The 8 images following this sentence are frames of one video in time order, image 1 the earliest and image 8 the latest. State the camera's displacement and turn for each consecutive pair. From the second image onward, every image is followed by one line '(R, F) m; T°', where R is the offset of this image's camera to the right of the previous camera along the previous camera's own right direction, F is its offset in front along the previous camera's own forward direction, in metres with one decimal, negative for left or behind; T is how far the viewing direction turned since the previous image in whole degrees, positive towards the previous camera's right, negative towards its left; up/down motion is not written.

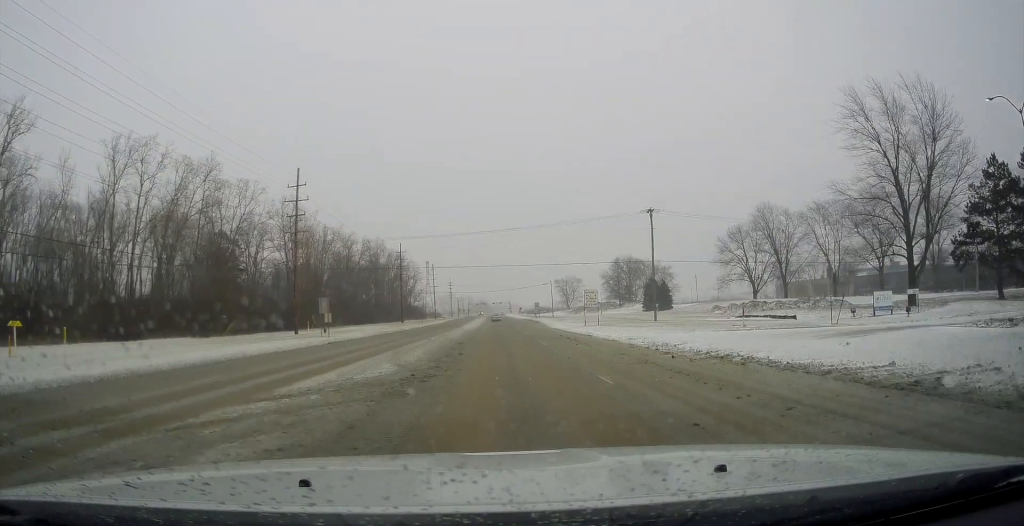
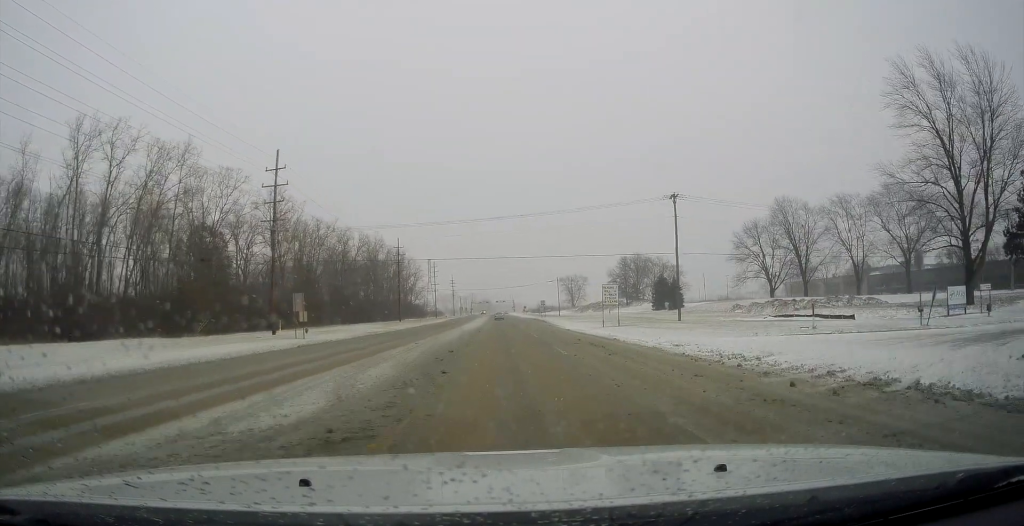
(0.0, +8.2) m; 0°
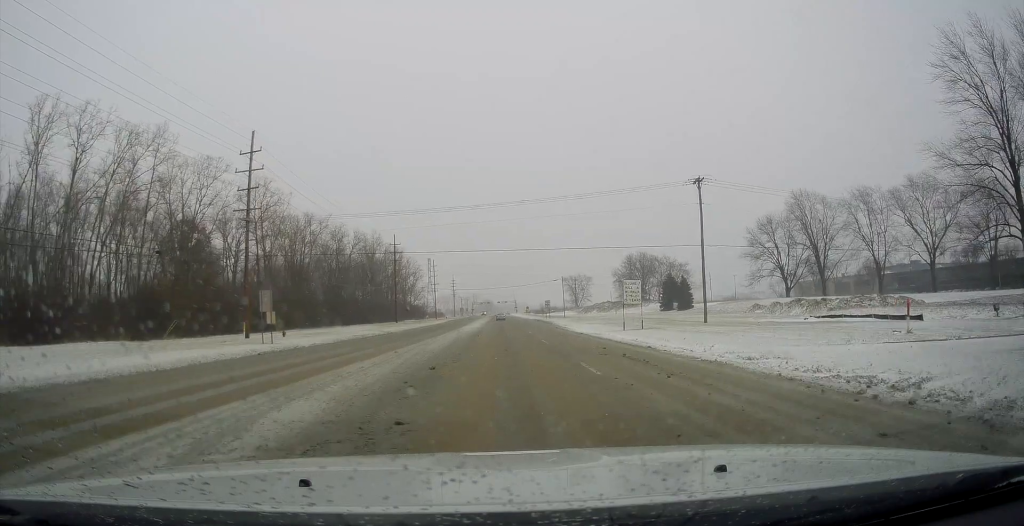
(0.0, +7.7) m; 0°
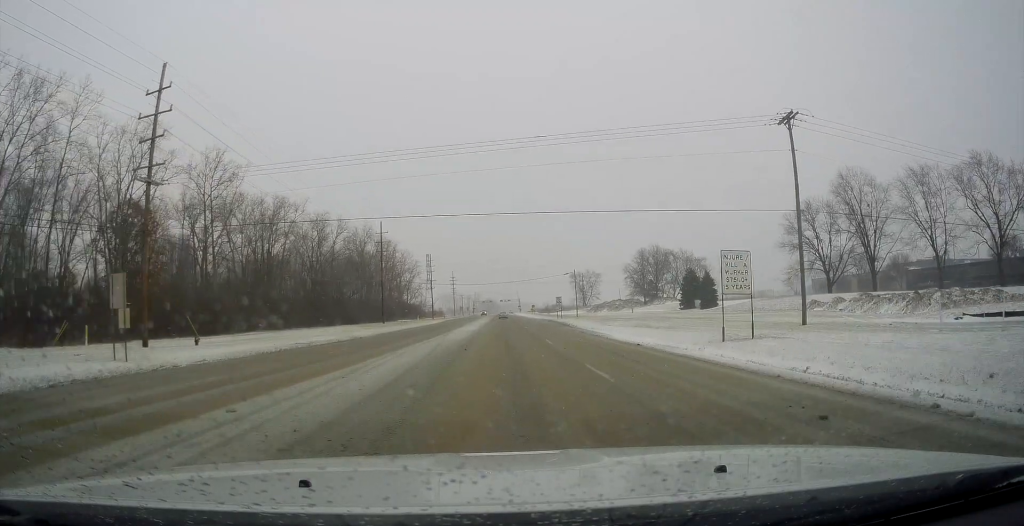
(0.0, +17.7) m; +1°
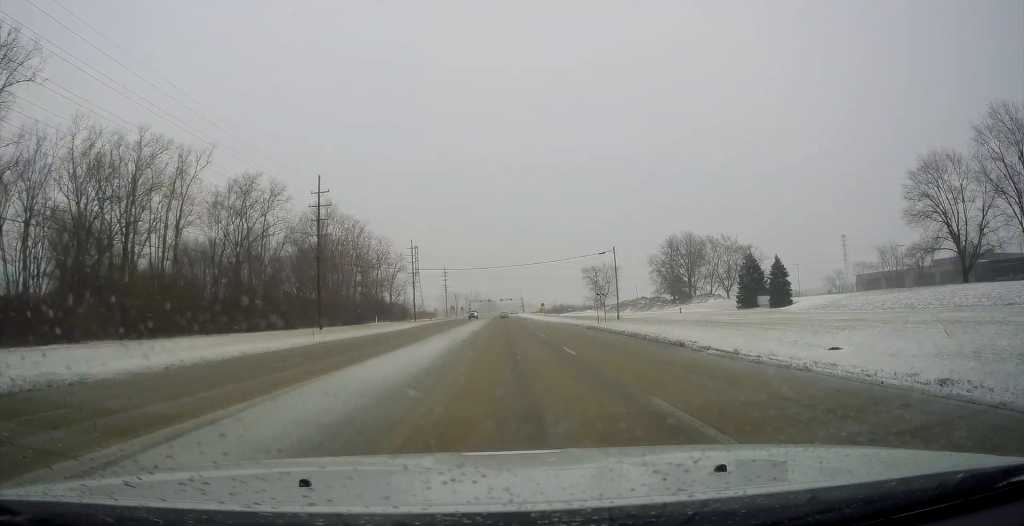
(+1.1, +39.7) m; +2°
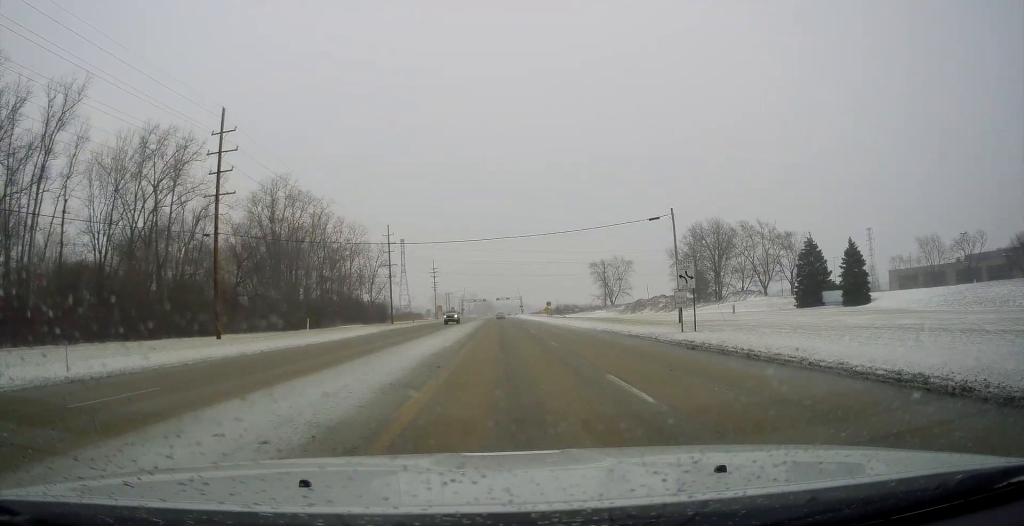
(-0.1, +27.2) m; 0°
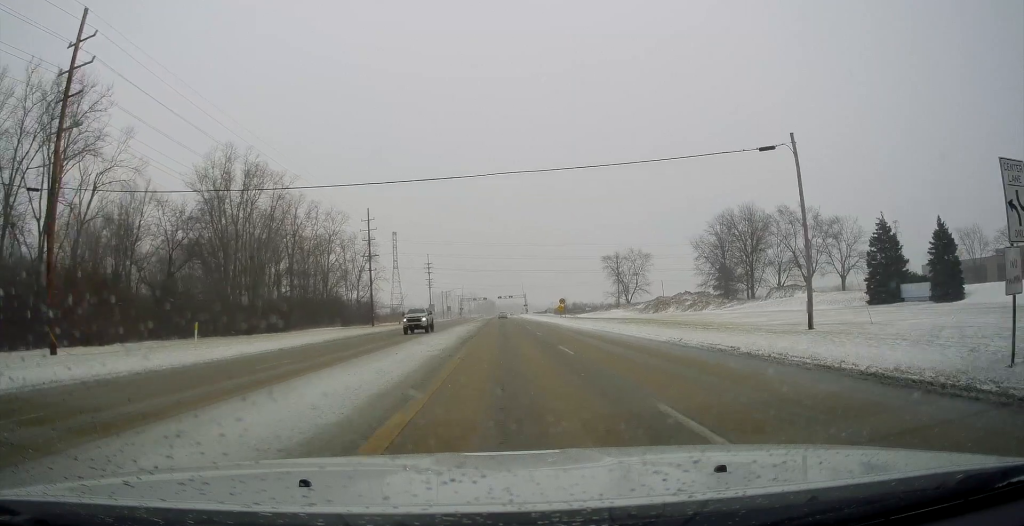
(0.0, +19.7) m; -1°
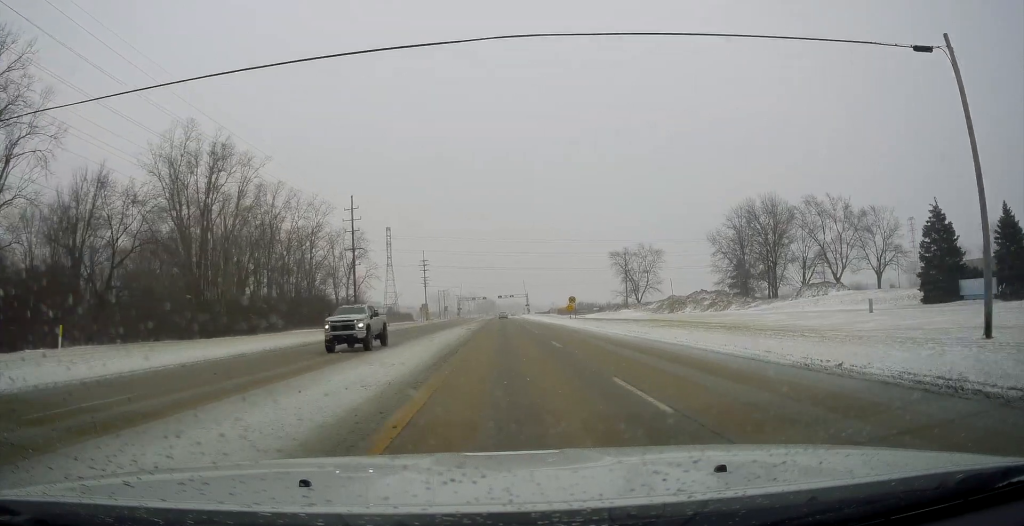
(-0.2, +11.7) m; -1°
